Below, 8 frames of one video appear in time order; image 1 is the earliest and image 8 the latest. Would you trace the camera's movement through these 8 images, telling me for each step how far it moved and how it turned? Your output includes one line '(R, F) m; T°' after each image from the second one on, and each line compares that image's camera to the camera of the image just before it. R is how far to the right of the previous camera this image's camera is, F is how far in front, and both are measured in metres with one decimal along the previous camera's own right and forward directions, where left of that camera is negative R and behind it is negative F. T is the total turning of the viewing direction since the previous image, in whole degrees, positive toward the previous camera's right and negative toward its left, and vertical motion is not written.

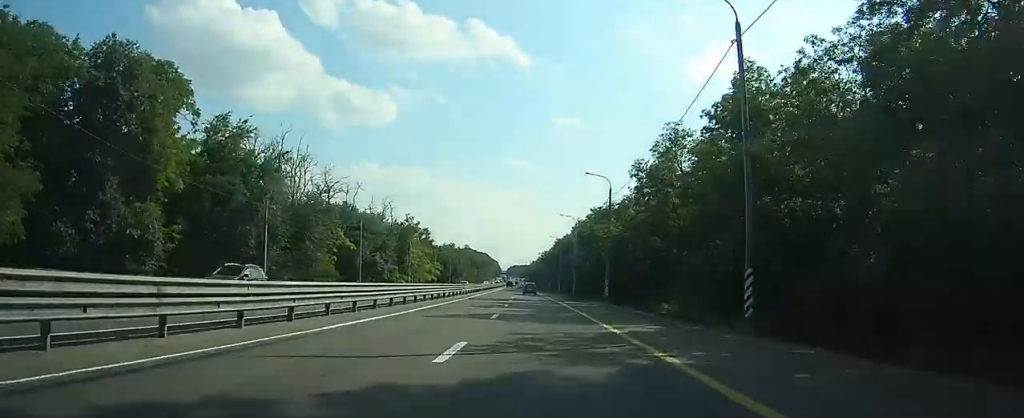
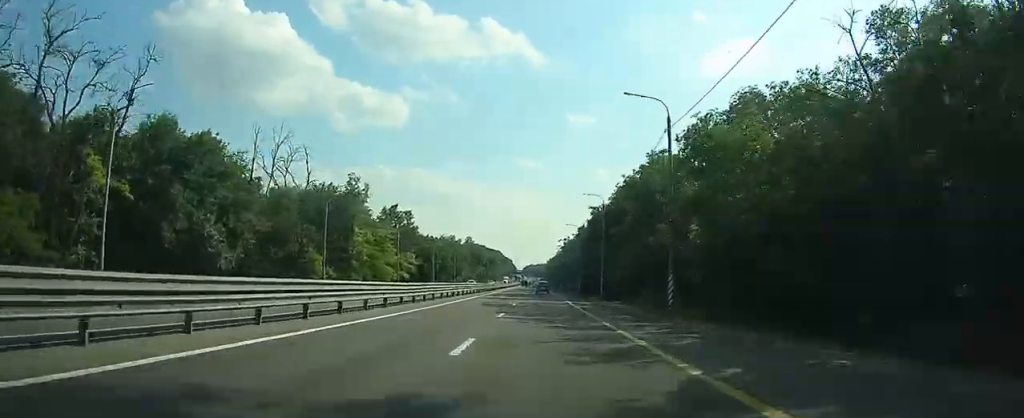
(-1.5, +48.3) m; -3°
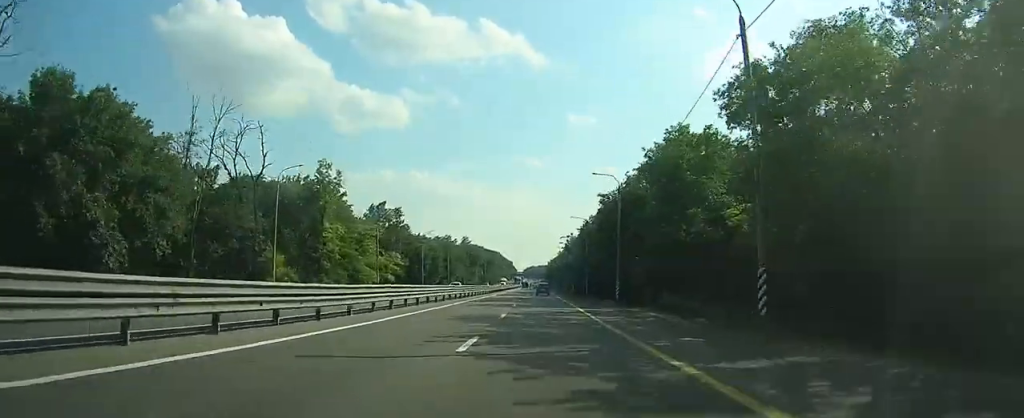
(-0.1, +11.3) m; 0°
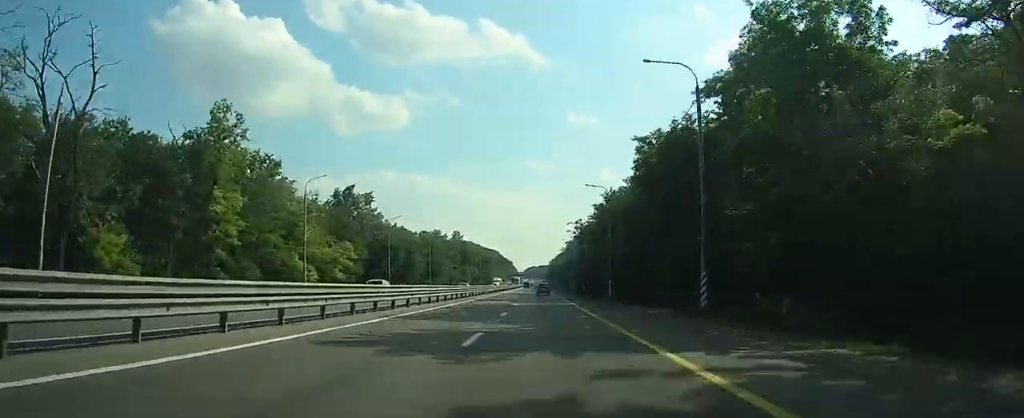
(-0.3, +24.2) m; -1°
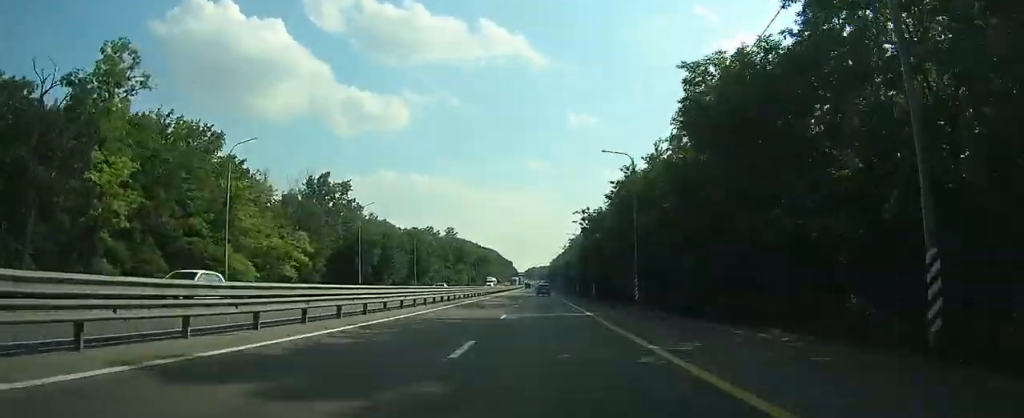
(0.0, +13.8) m; 0°
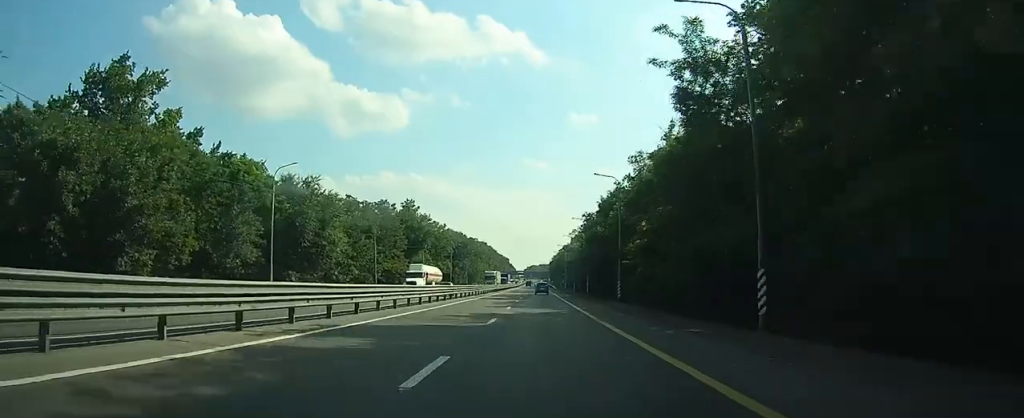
(0.0, +52.9) m; 0°
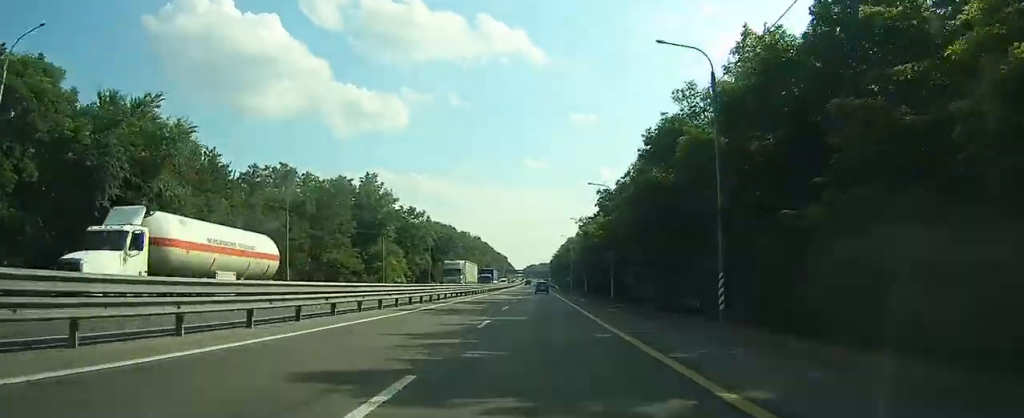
(+0.1, +26.7) m; 0°
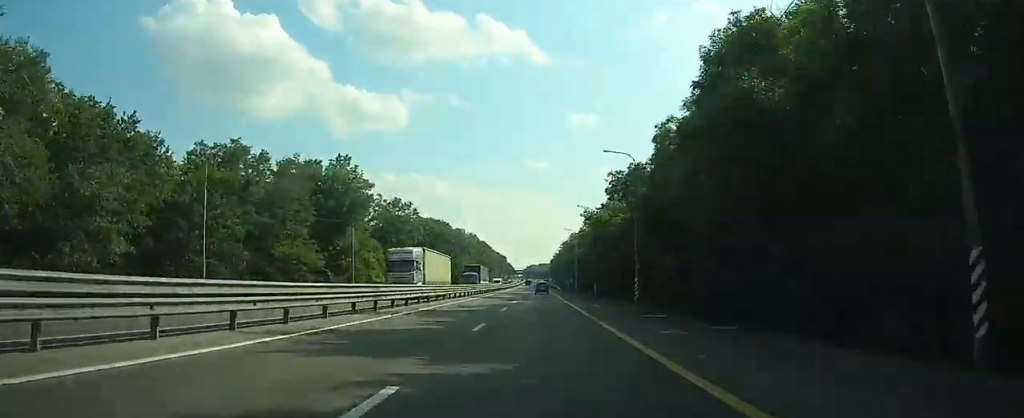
(0.0, +12.9) m; 0°
